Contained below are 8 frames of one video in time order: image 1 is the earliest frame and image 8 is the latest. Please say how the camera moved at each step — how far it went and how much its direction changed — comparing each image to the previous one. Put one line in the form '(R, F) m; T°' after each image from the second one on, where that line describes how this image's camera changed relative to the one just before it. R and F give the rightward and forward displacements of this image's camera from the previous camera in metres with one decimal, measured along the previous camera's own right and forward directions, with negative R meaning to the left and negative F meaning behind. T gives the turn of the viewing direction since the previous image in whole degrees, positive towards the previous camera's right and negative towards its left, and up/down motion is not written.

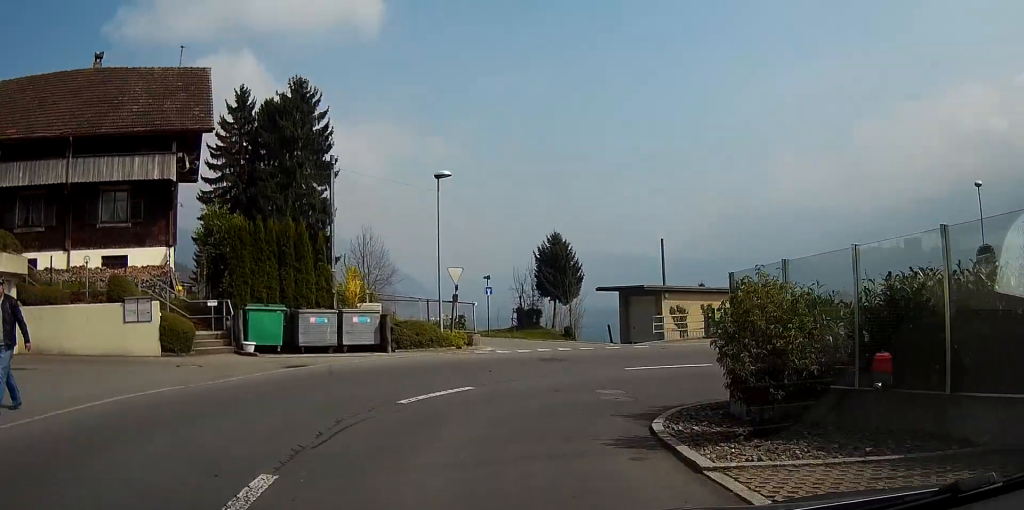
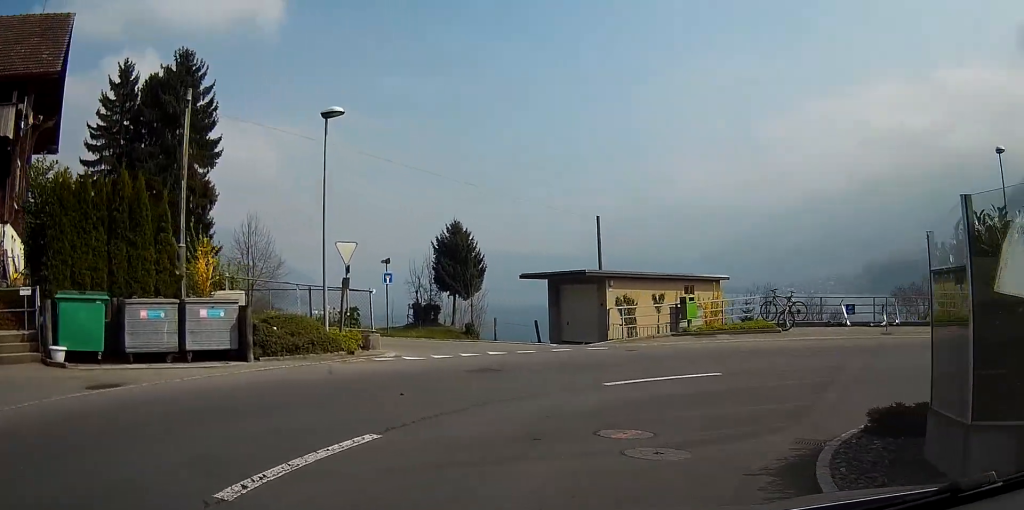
(+0.3, +6.7) m; +12°
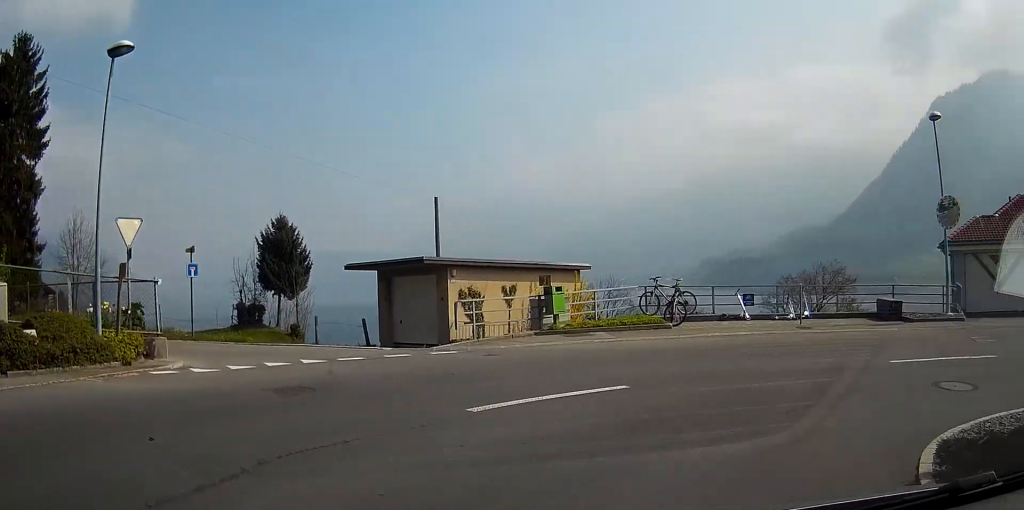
(+0.5, +4.2) m; +20°
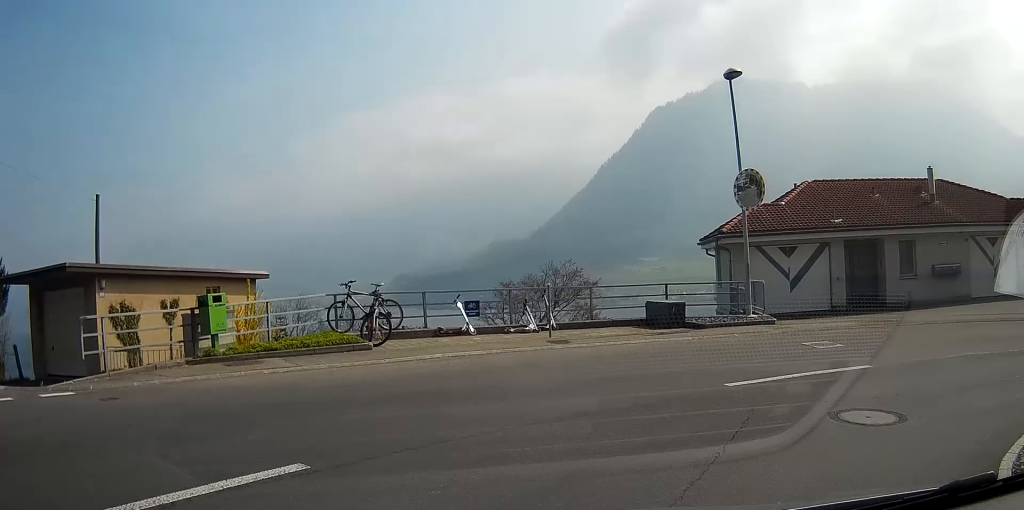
(+1.4, +4.5) m; +34°
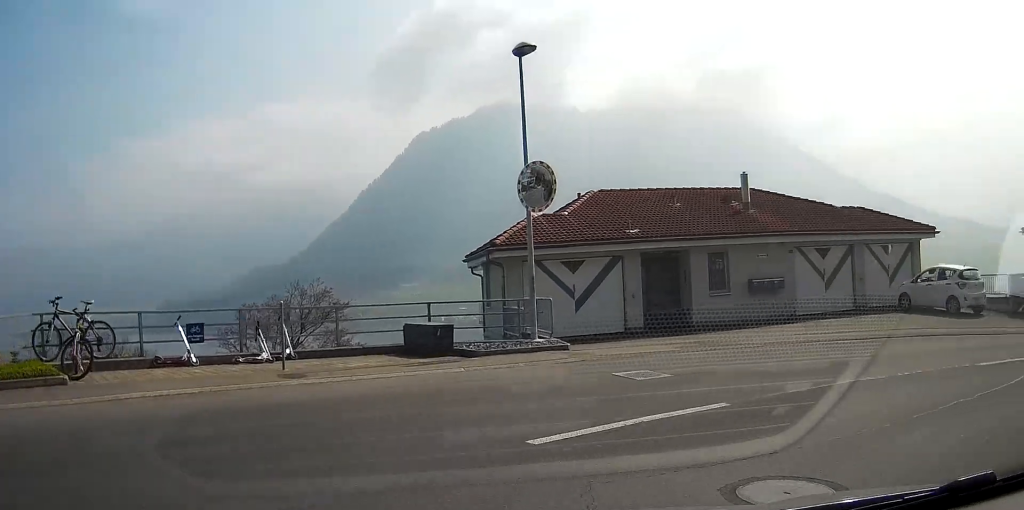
(+0.7, +3.2) m; +20°
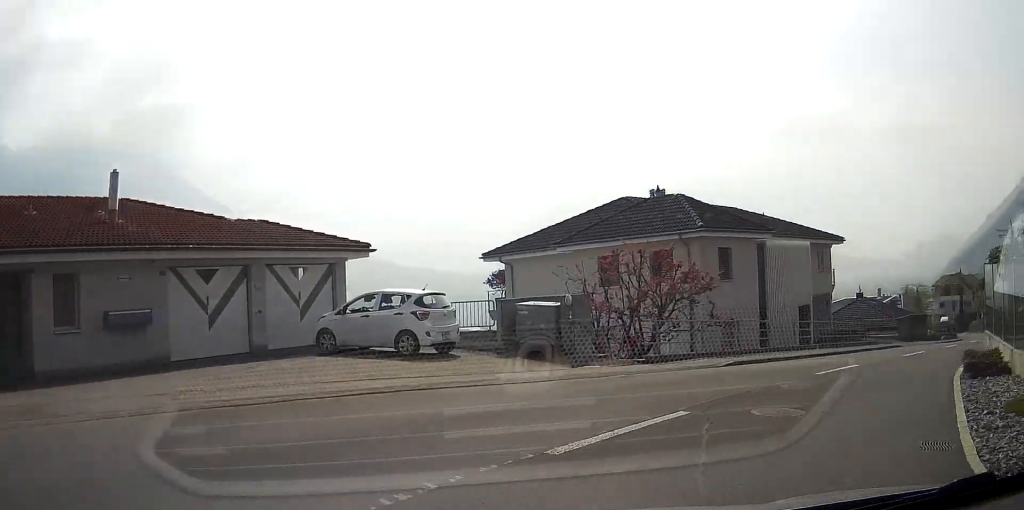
(+1.5, +4.5) m; +34°
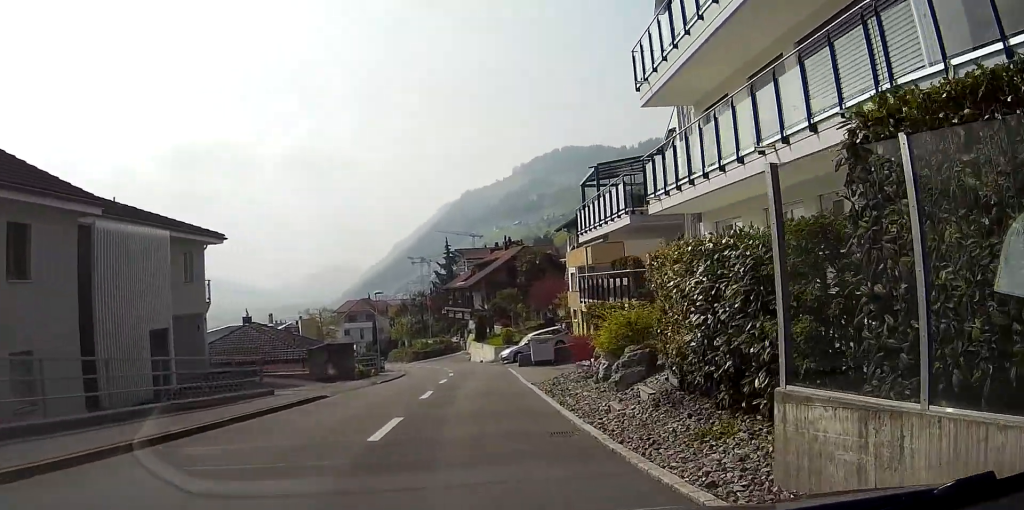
(+5.6, +11.2) m; +40°
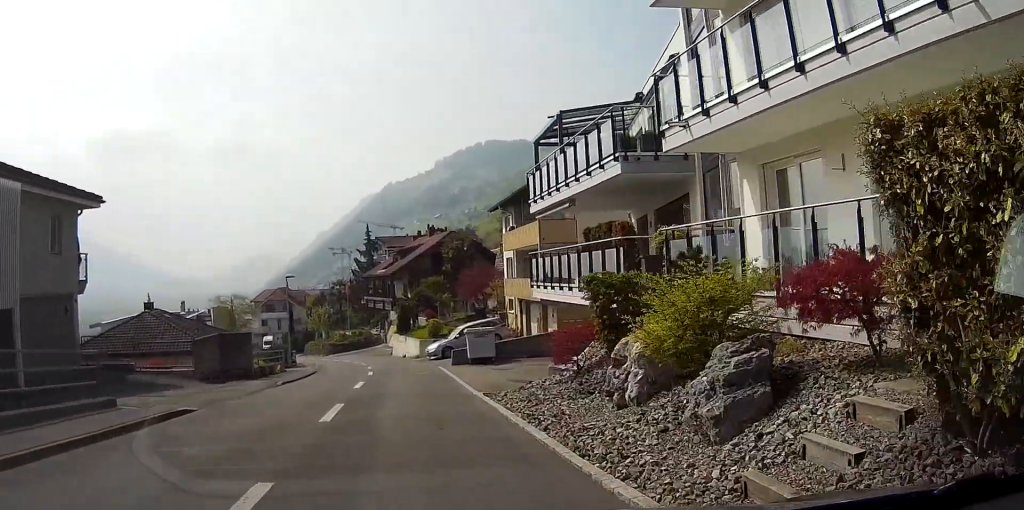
(+0.4, +6.3) m; +5°
